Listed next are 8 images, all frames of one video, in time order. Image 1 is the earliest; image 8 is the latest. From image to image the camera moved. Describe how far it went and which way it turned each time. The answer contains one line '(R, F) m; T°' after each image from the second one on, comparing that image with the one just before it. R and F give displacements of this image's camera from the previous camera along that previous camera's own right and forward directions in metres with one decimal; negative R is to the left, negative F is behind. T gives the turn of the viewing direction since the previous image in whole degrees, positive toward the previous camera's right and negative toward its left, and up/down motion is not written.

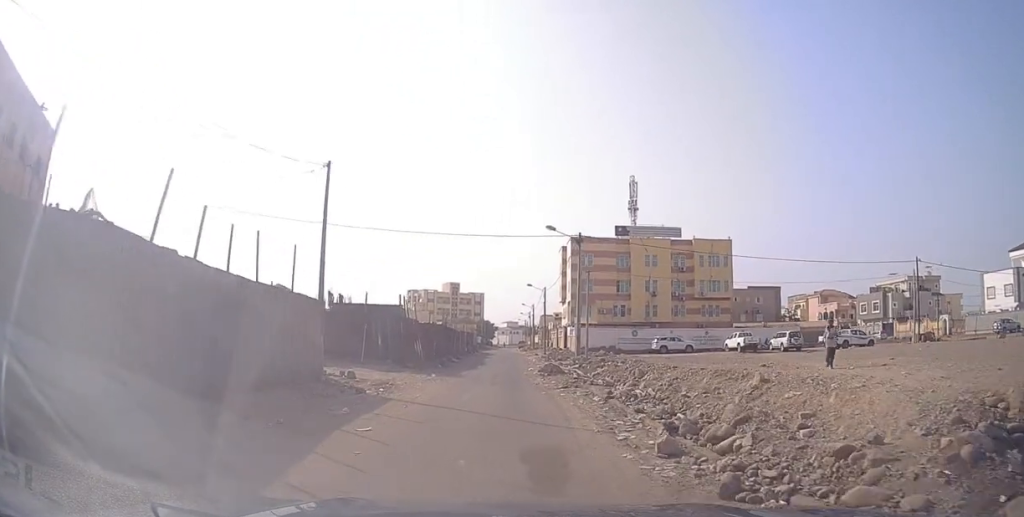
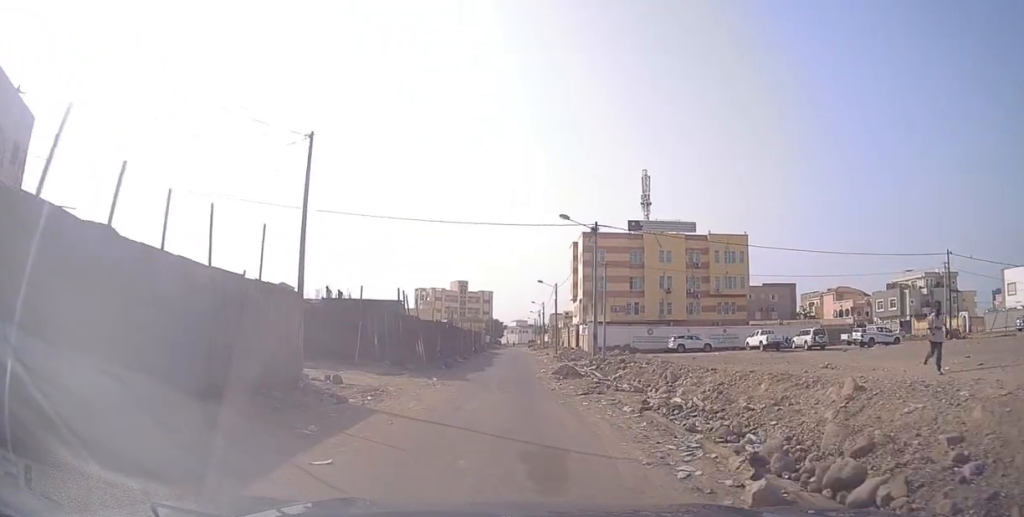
(+0.1, +2.8) m; 0°
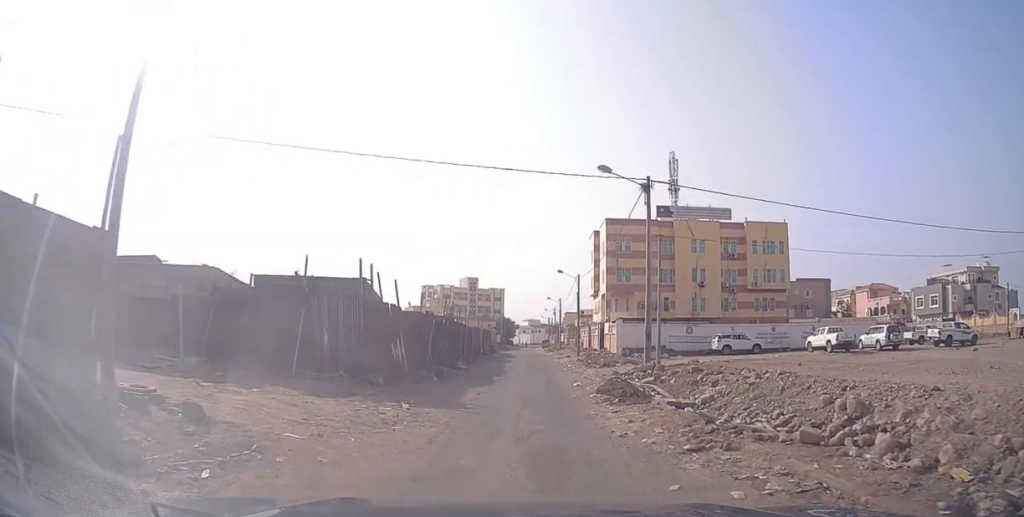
(-0.1, +8.7) m; +2°
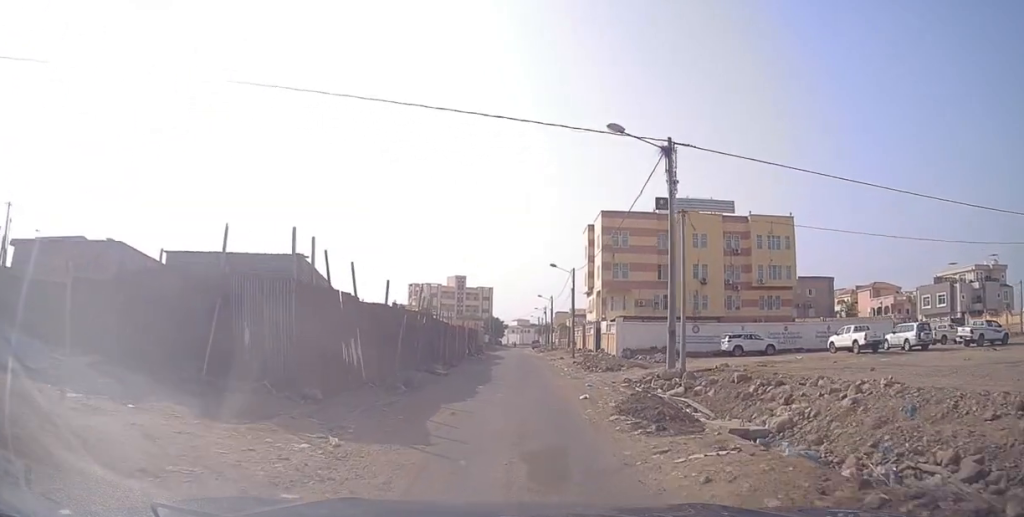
(+0.1, +4.8) m; +1°
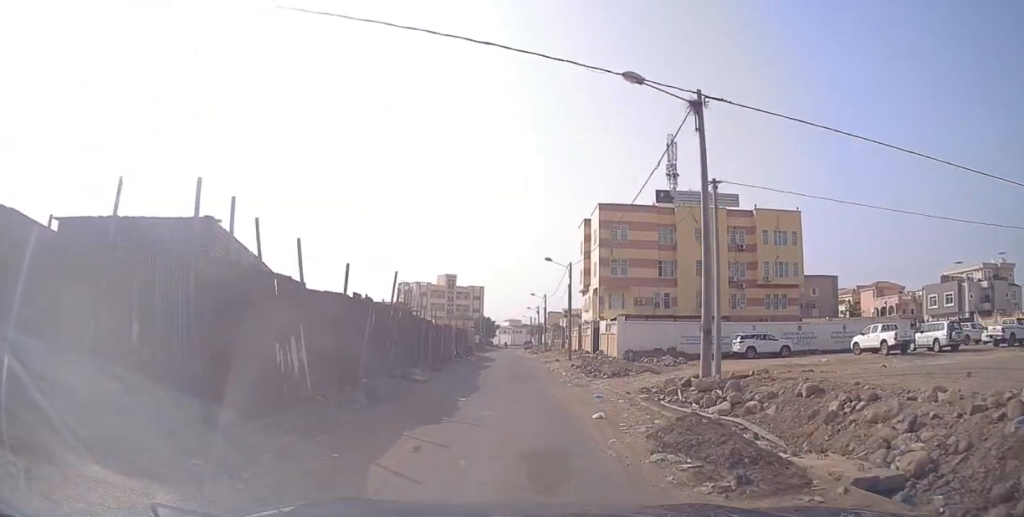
(+0.1, +4.4) m; -1°
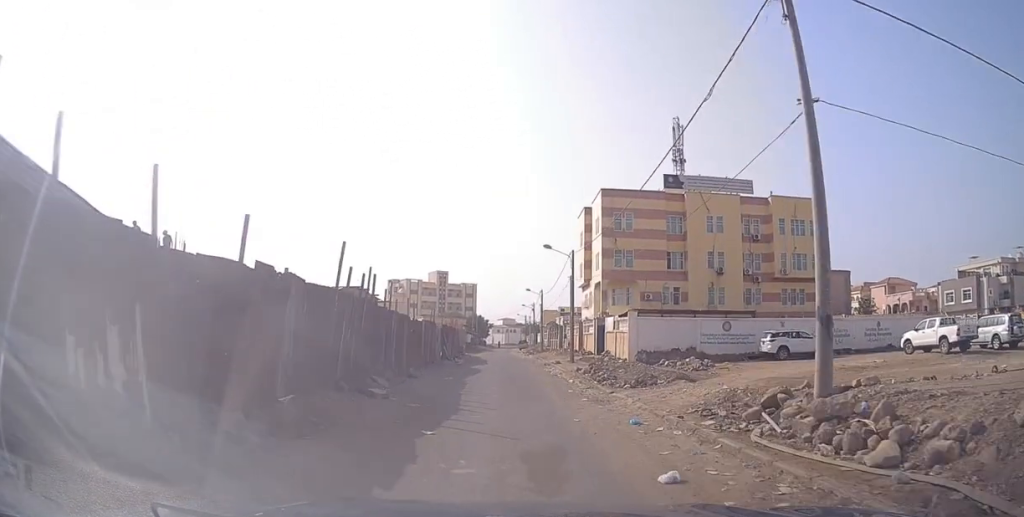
(-0.3, +6.3) m; -2°
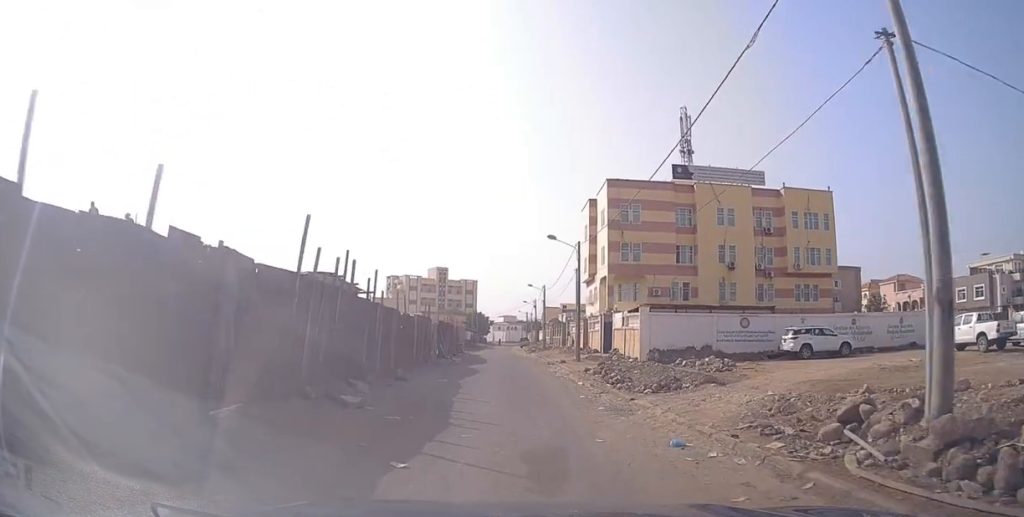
(-0.1, +2.9) m; -1°
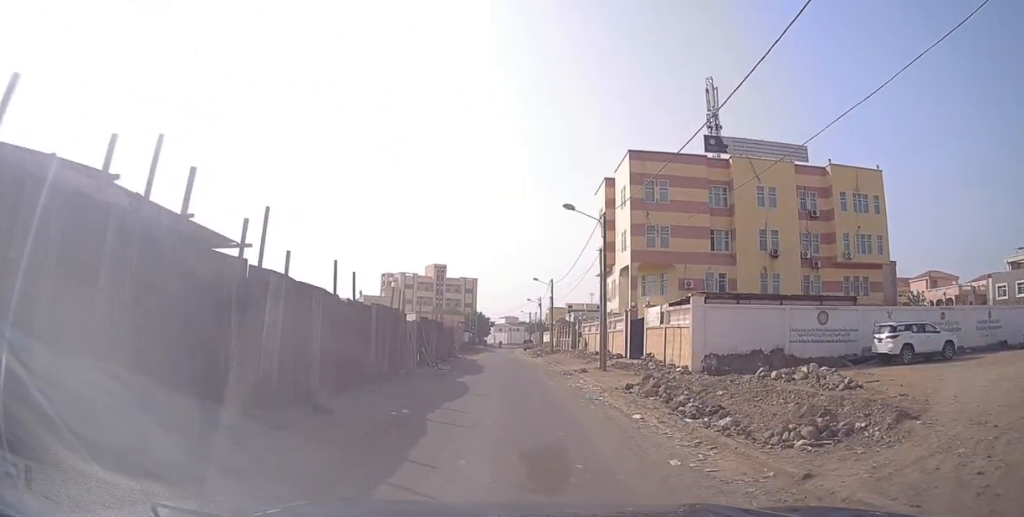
(+0.2, +9.0) m; +1°
